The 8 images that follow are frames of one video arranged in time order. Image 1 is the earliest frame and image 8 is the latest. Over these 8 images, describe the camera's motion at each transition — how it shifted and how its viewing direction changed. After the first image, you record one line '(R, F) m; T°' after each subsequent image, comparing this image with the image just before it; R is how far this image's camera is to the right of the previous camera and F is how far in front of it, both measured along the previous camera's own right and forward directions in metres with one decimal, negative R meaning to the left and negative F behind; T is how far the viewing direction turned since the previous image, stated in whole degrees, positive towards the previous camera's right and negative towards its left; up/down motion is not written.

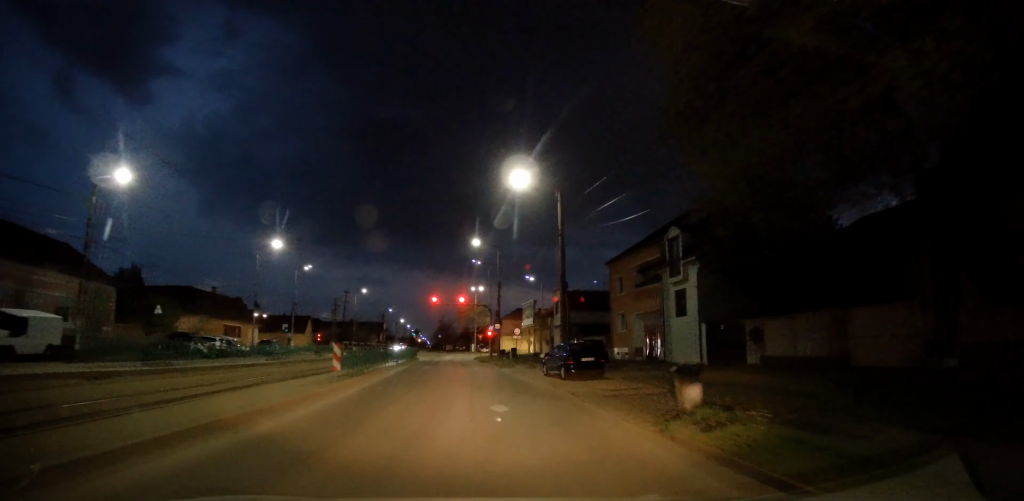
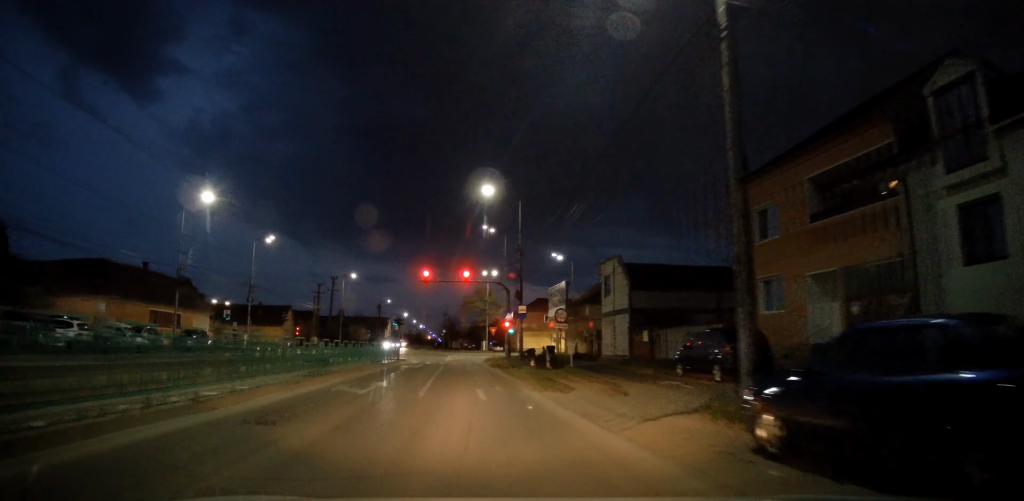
(0.0, +18.6) m; -1°
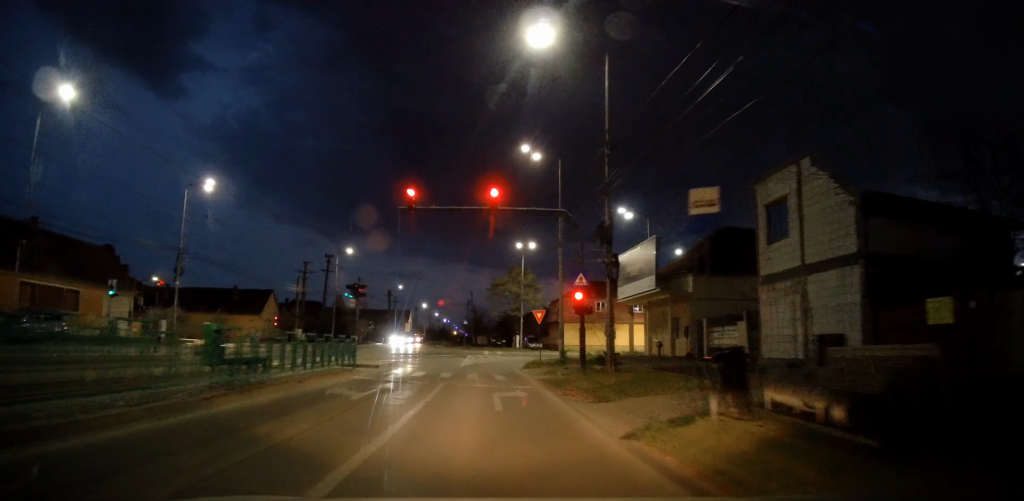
(-0.6, +19.9) m; -3°
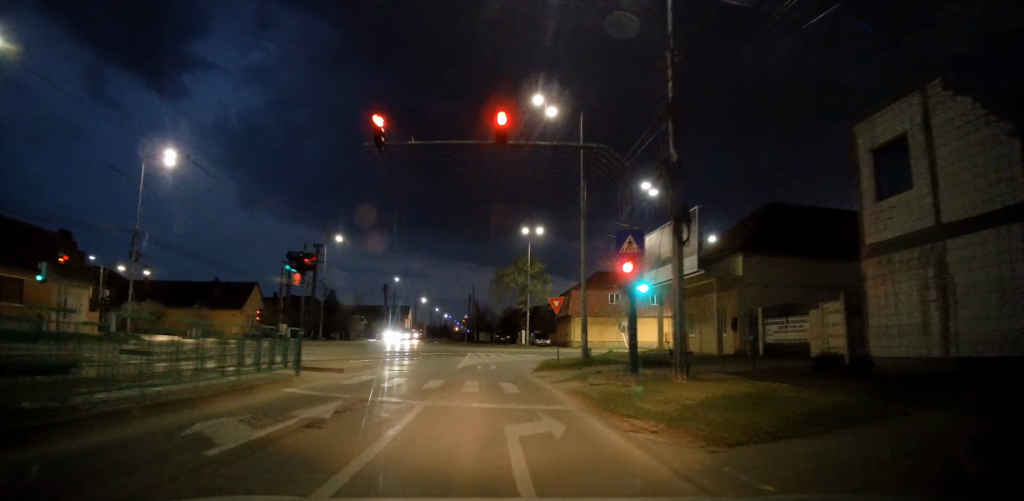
(-0.1, +6.2) m; 0°
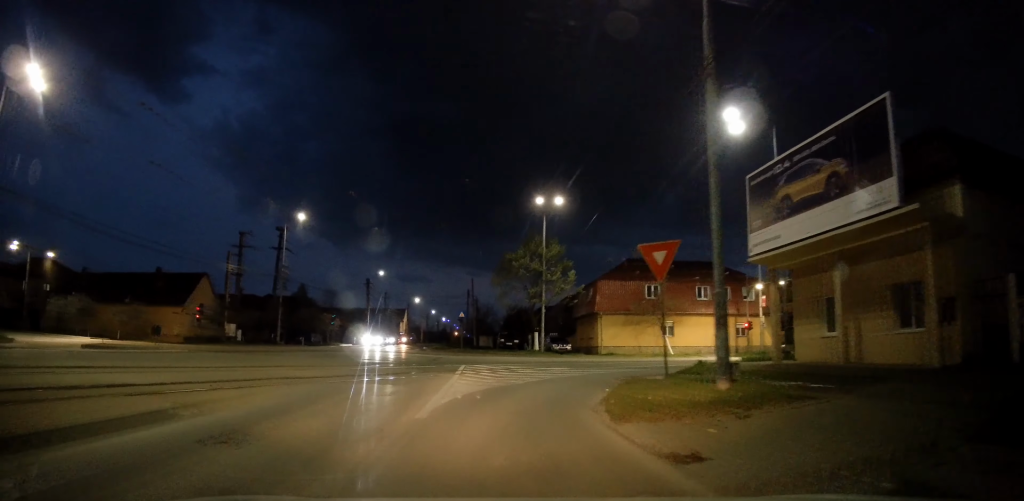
(+0.1, +14.0) m; +2°
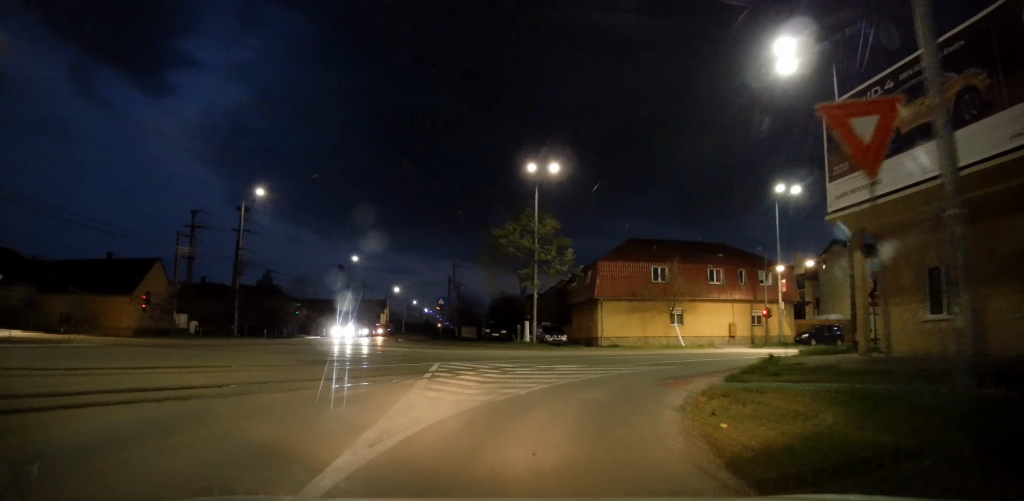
(+0.1, +6.5) m; +2°
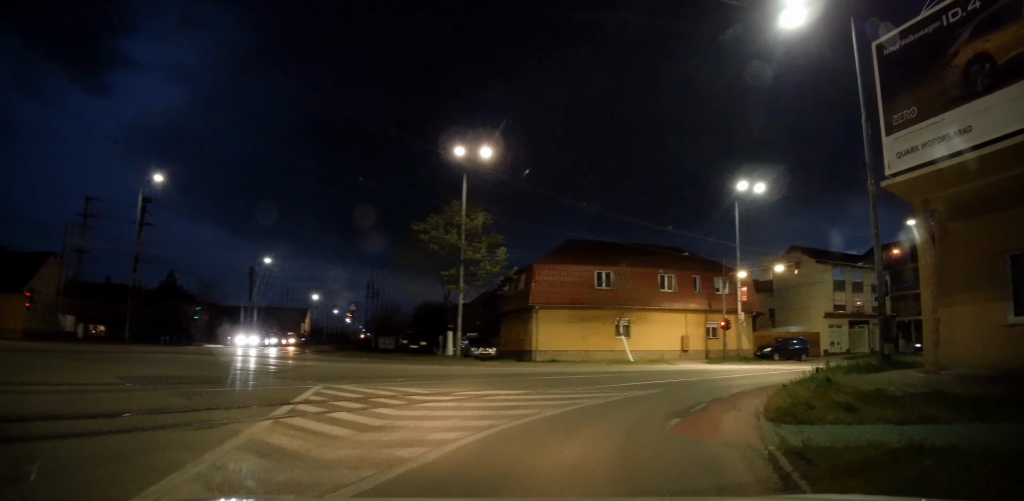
(+0.1, +6.2) m; +4°
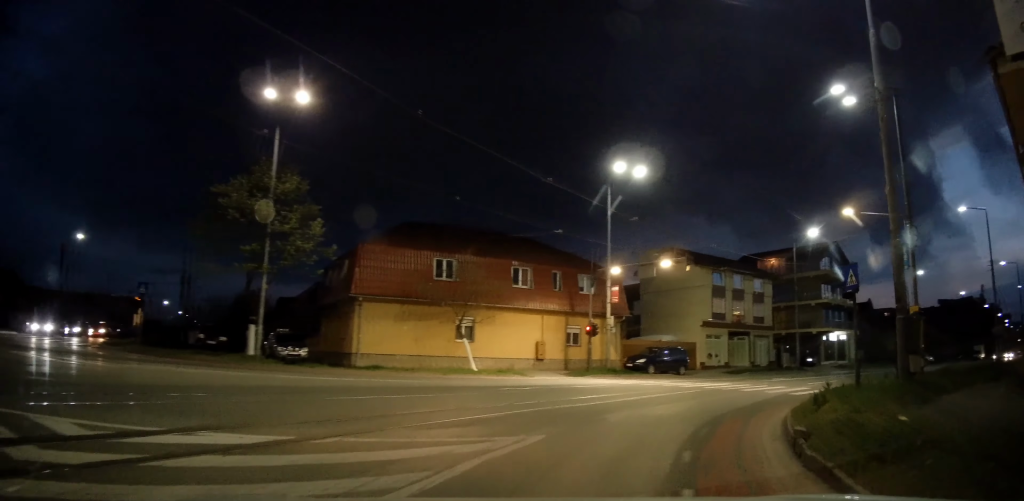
(+0.6, +7.4) m; +17°
